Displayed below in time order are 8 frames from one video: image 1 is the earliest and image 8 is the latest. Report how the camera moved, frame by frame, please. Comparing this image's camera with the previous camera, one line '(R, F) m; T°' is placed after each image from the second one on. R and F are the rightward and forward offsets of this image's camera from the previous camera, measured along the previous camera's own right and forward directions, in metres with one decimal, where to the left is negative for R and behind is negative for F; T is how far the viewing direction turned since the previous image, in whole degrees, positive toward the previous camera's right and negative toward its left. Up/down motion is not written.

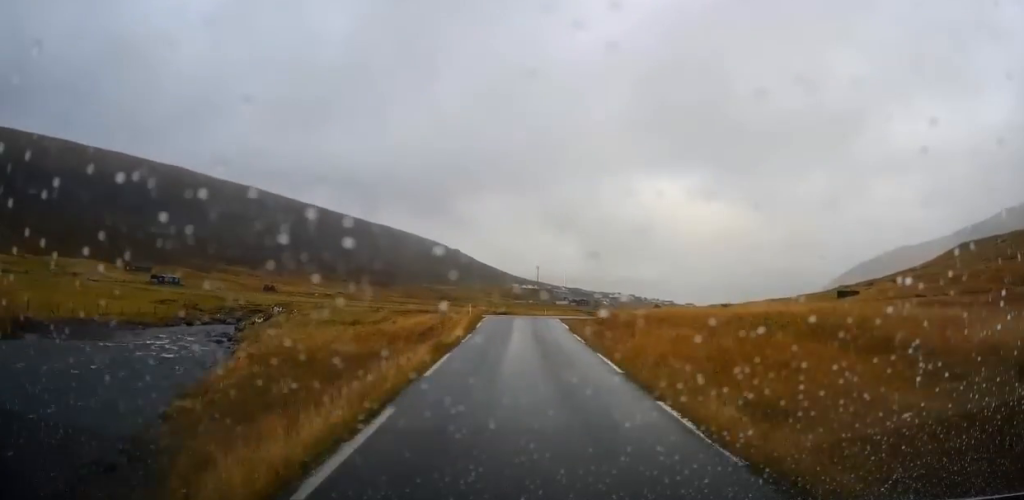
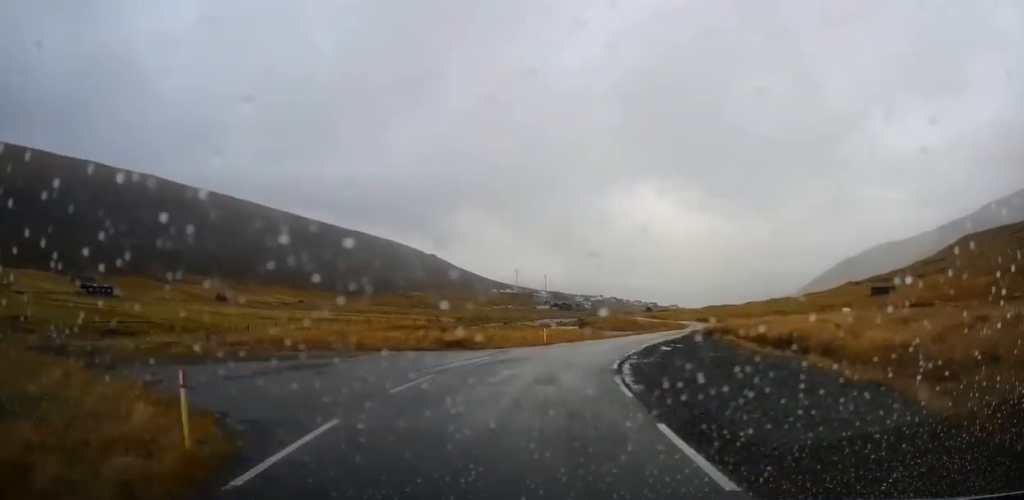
(+0.4, +40.9) m; +4°
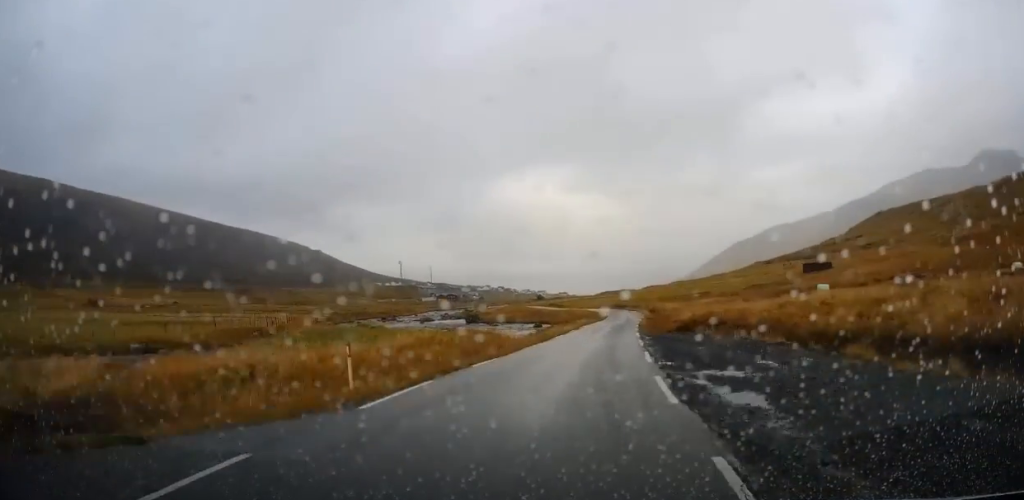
(+1.1, +20.6) m; +7°
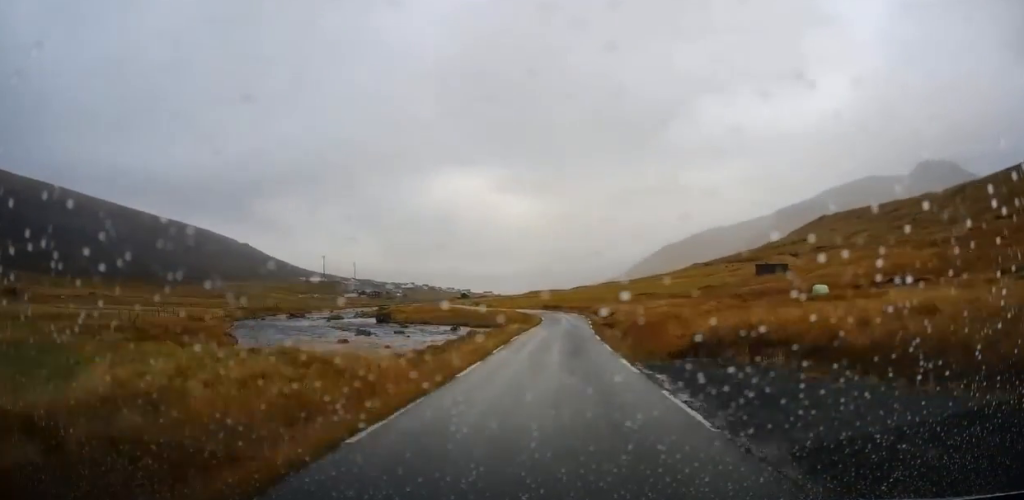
(+0.5, +9.9) m; +5°
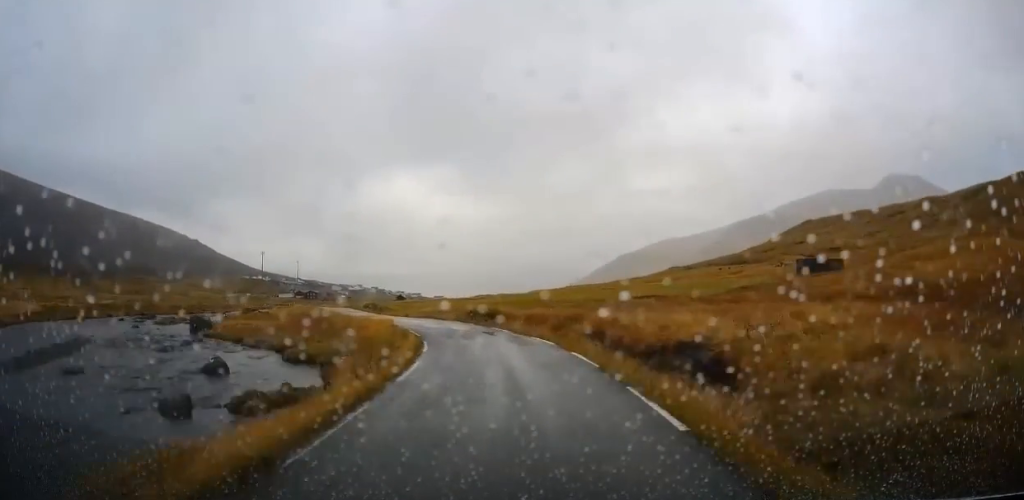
(+1.6, +35.4) m; +1°
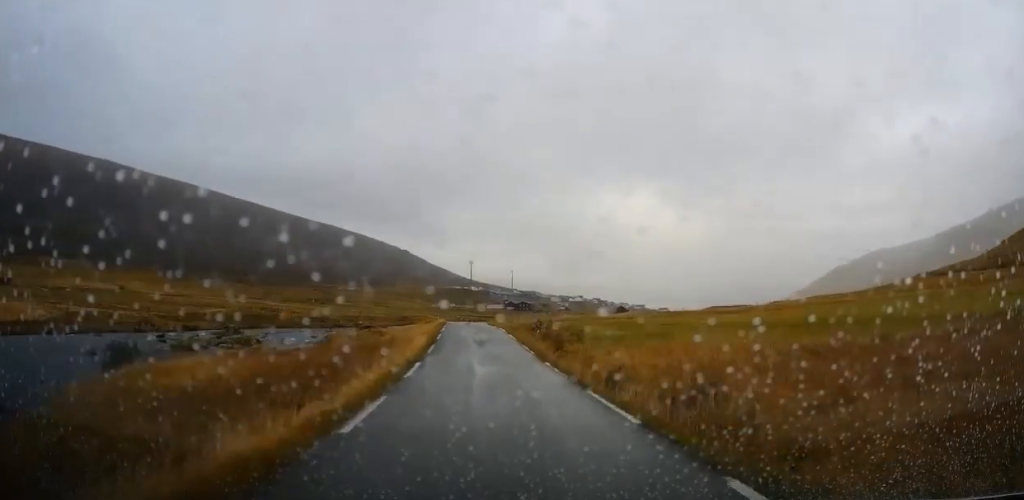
(-1.0, +31.7) m; -10°
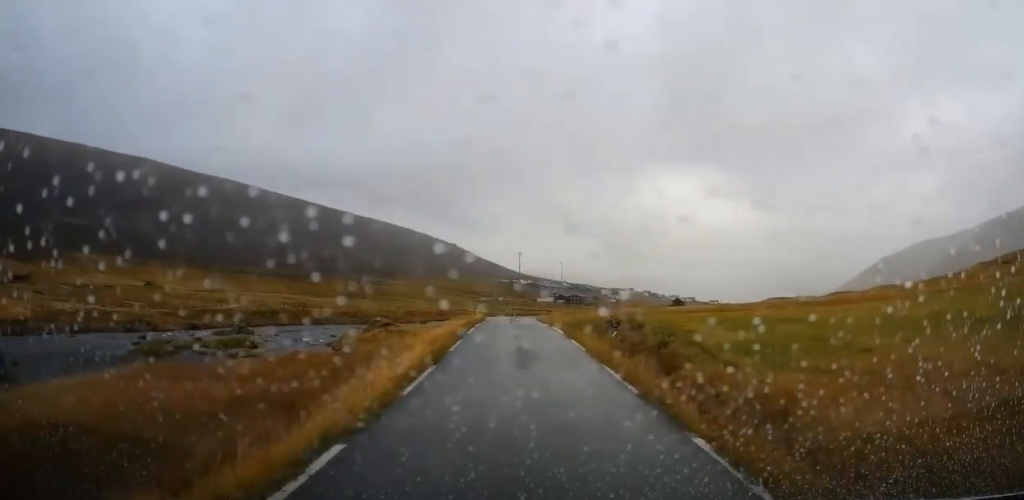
(-1.0, +10.0) m; -4°
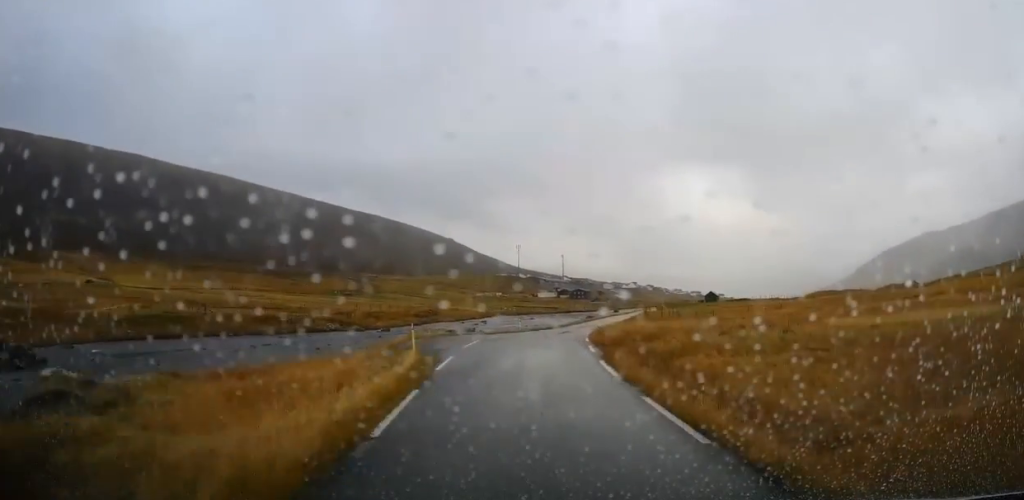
(-3.6, +32.1) m; -6°
